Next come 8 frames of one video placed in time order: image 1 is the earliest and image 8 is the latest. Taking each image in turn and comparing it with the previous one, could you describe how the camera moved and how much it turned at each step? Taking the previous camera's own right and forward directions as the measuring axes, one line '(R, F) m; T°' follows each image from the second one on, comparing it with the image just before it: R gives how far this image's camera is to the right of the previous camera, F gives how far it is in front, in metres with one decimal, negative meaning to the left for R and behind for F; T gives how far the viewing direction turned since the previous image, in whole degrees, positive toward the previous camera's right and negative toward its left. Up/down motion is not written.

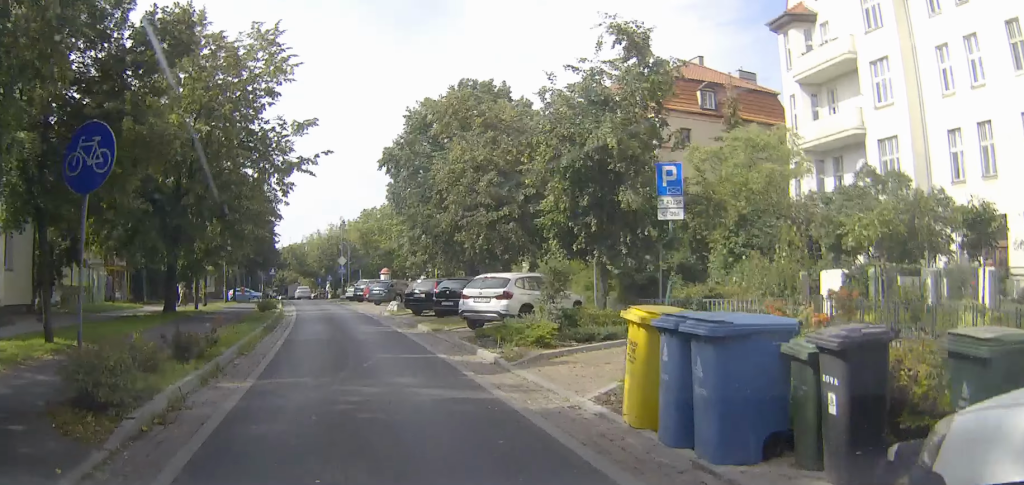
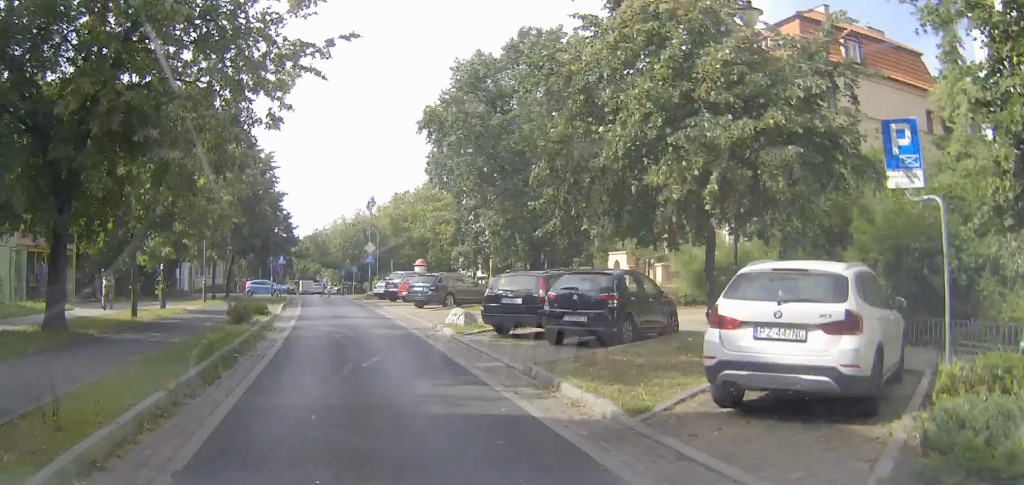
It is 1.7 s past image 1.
(-0.1, +13.4) m; -1°
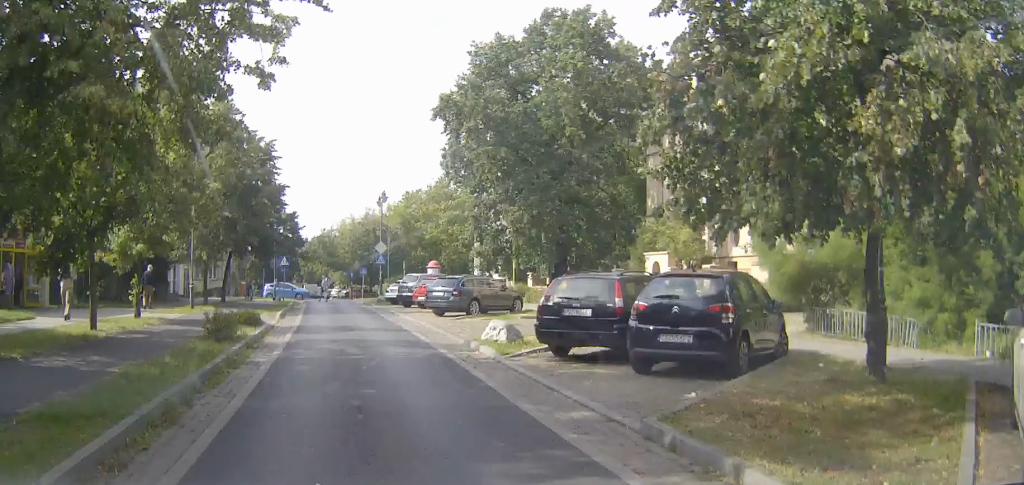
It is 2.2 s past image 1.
(0.0, +4.3) m; -1°
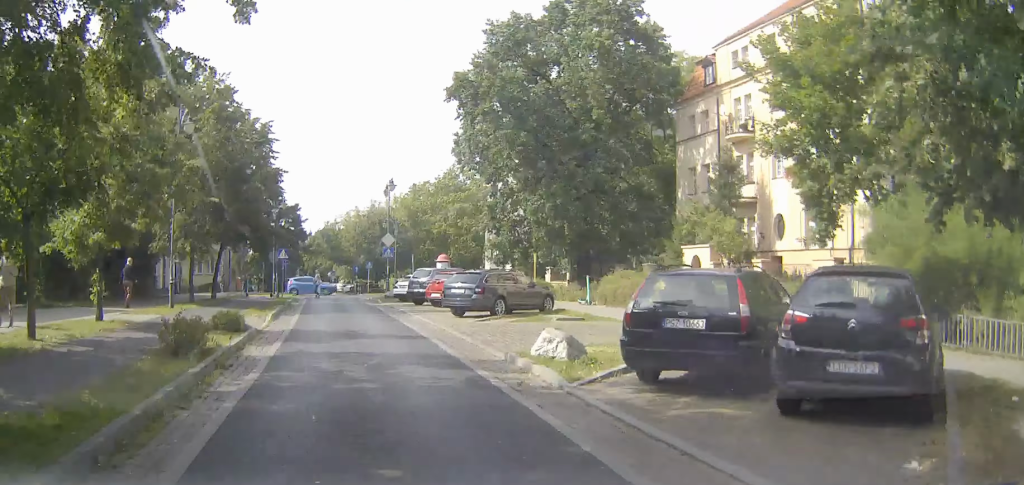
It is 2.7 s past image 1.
(0.0, +3.9) m; -1°
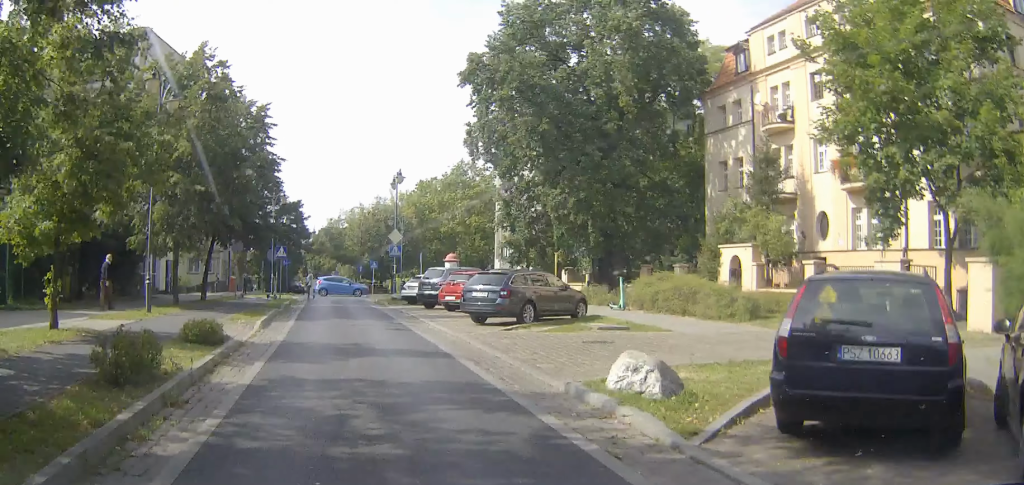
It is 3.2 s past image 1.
(0.0, +3.4) m; -1°
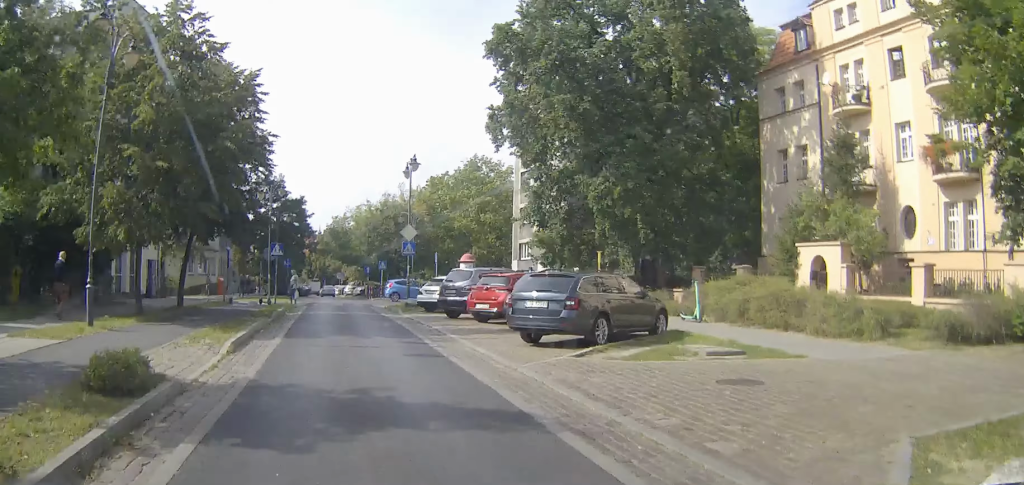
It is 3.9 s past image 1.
(-0.1, +5.6) m; -1°
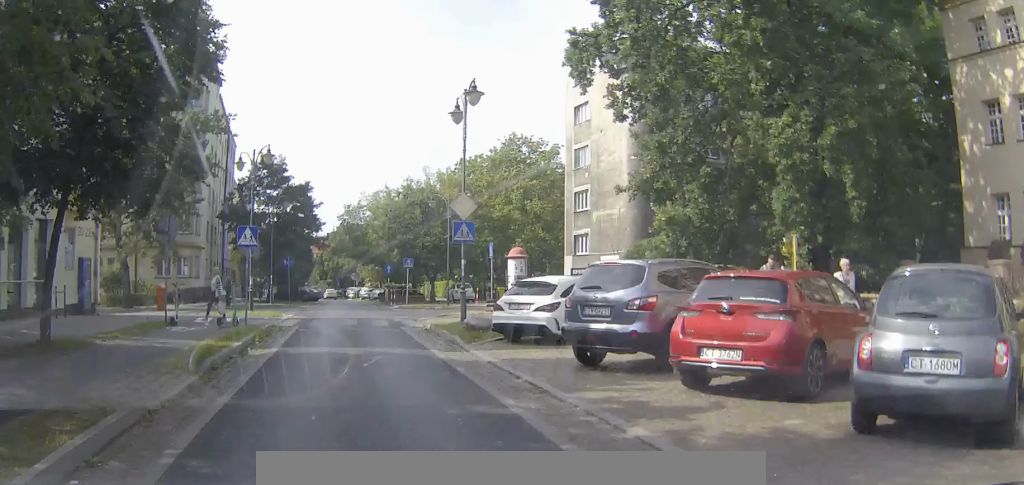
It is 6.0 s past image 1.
(+0.1, +13.6) m; +1°
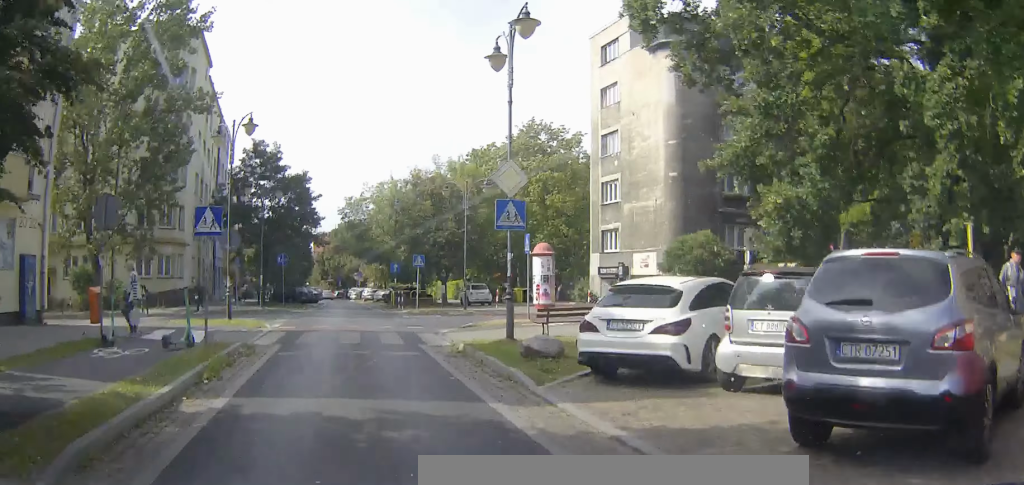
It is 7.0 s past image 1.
(0.0, +6.2) m; +1°
